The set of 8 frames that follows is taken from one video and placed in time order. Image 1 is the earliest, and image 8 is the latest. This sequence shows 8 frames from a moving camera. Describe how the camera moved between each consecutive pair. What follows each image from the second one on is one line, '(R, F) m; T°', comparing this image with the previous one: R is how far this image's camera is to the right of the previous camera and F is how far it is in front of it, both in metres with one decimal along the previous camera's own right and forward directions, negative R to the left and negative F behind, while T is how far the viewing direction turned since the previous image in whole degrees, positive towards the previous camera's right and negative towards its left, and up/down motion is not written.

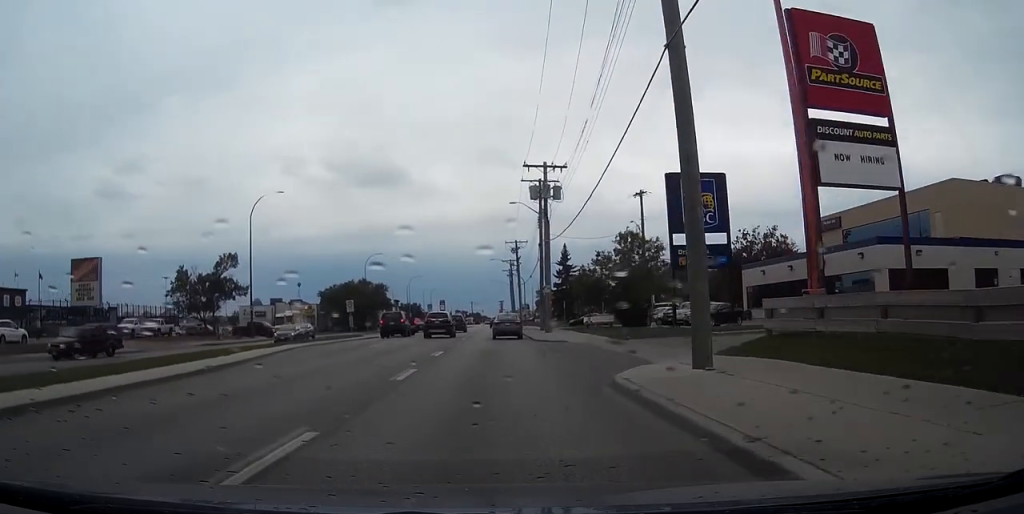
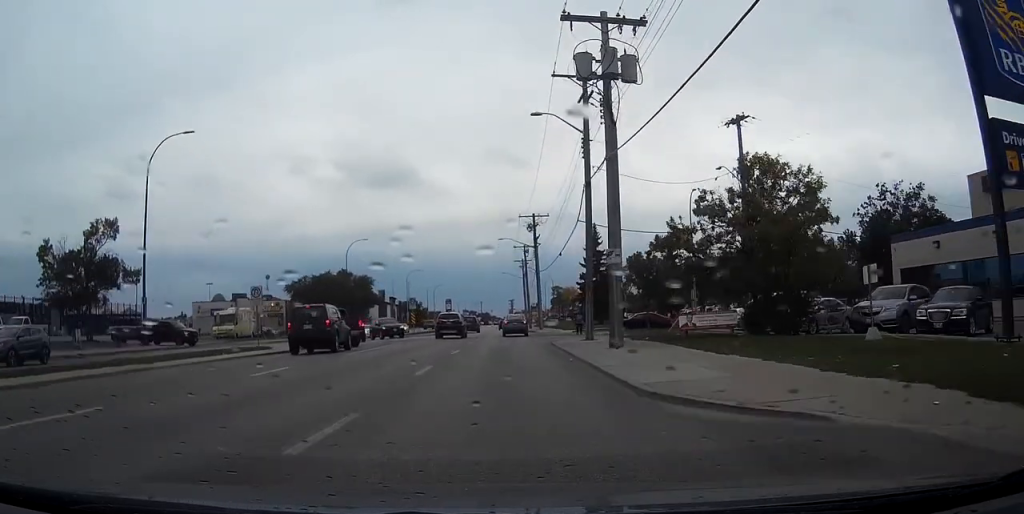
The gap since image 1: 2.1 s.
(+0.2, +25.4) m; 0°
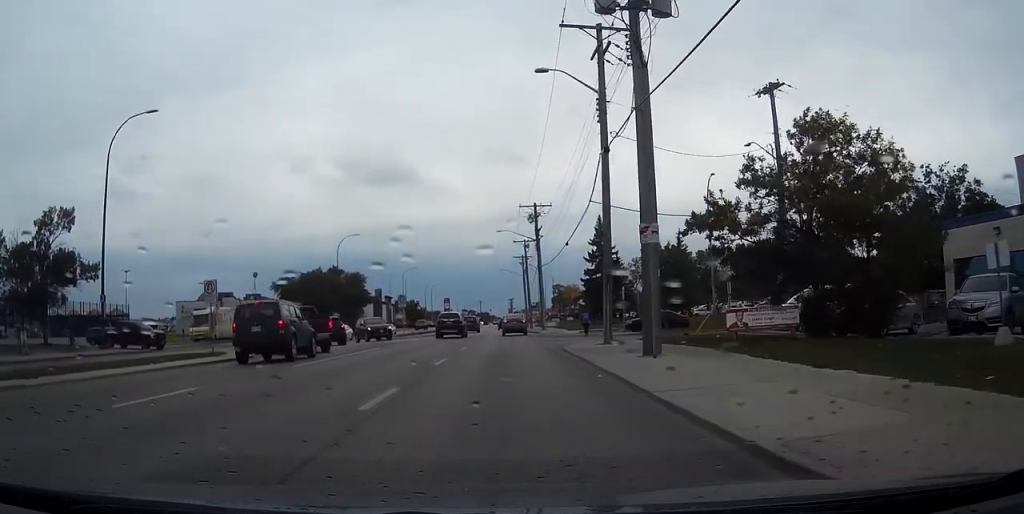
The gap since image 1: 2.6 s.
(0.0, +5.7) m; 0°
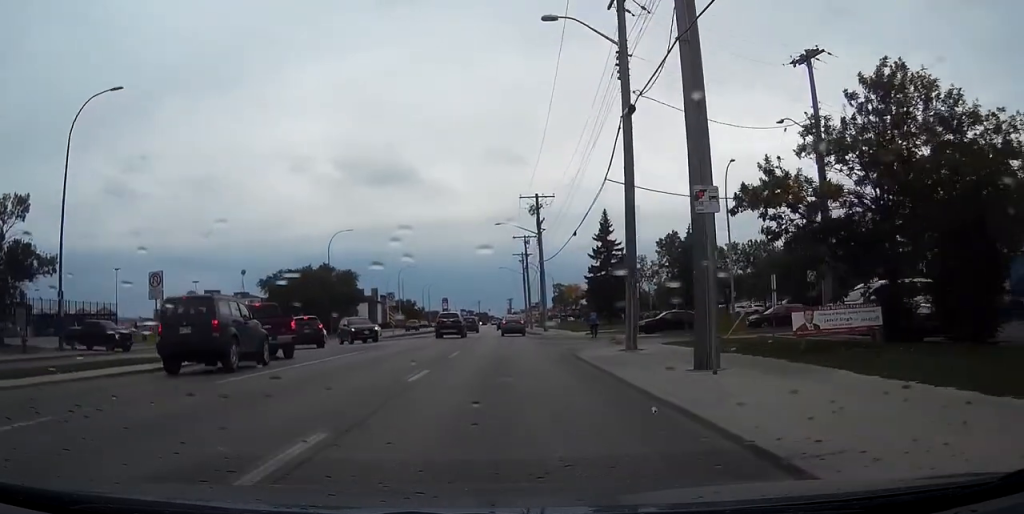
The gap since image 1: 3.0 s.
(-0.1, +4.9) m; 0°
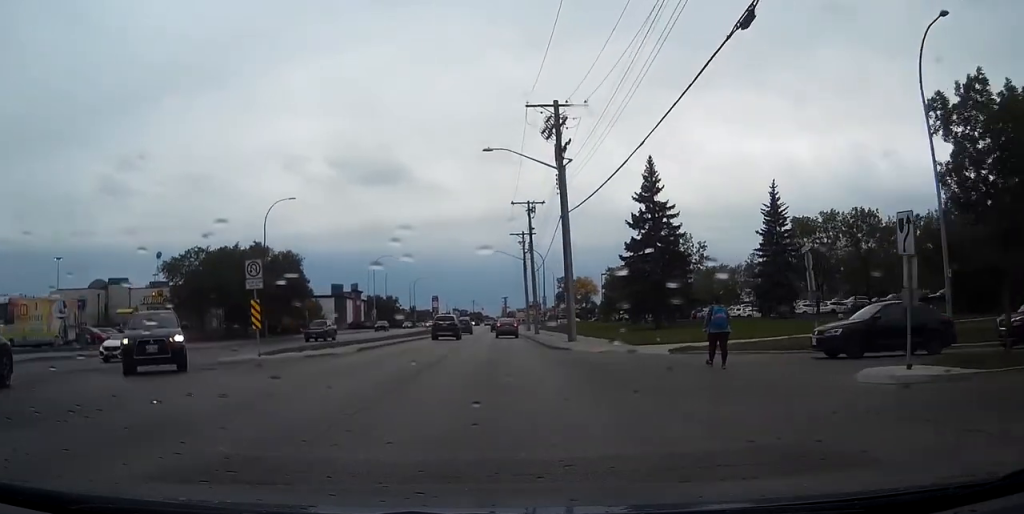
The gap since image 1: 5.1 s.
(-0.1, +27.1) m; 0°
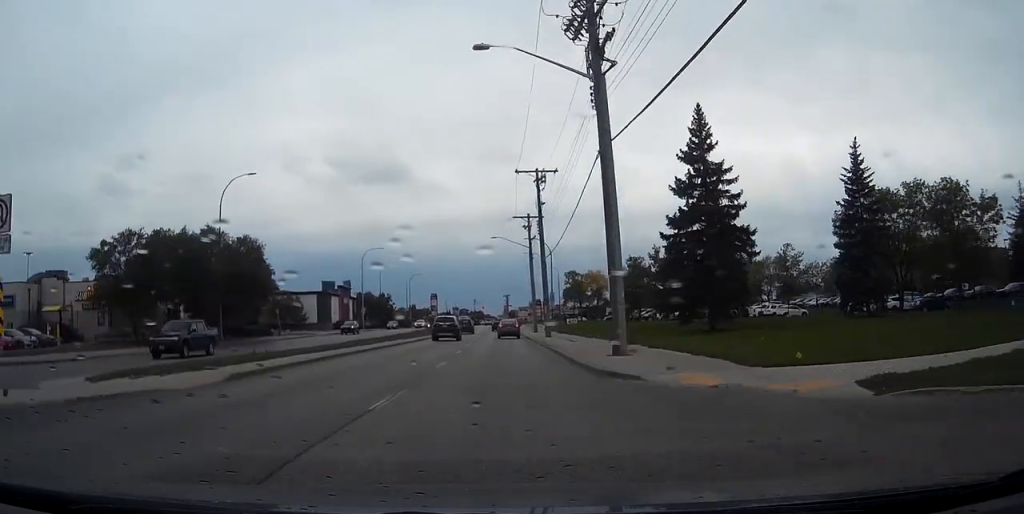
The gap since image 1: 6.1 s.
(0.0, +13.6) m; 0°
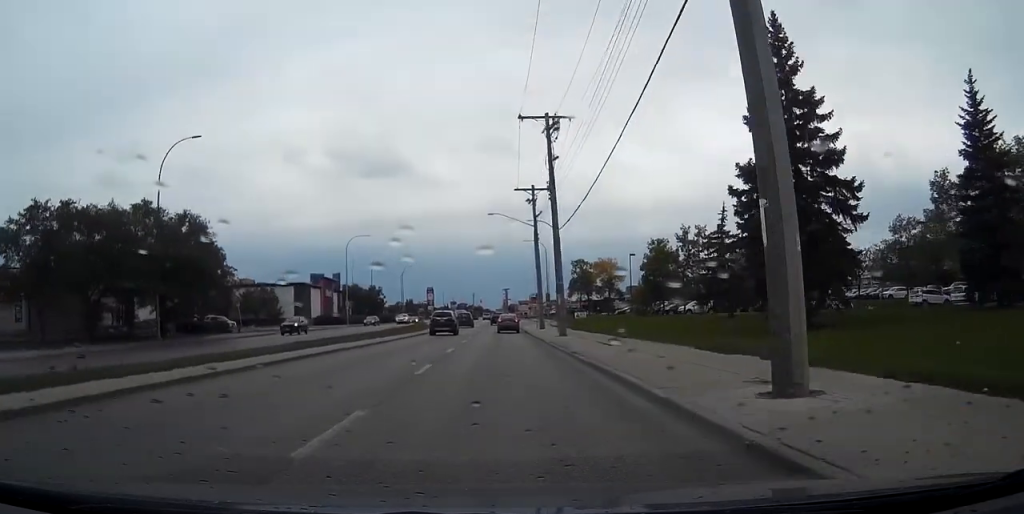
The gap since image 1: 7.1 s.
(0.0, +12.9) m; 0°
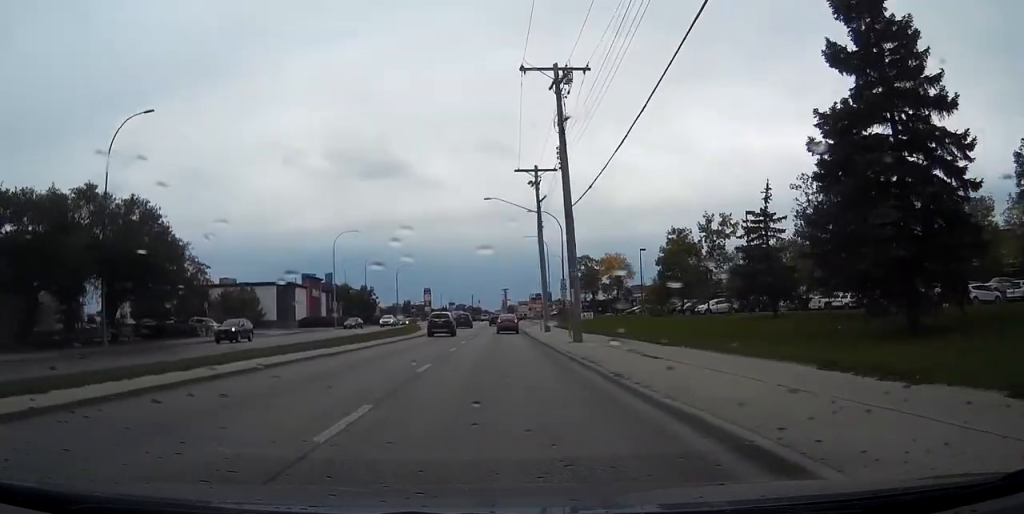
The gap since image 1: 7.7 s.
(0.0, +7.6) m; 0°
